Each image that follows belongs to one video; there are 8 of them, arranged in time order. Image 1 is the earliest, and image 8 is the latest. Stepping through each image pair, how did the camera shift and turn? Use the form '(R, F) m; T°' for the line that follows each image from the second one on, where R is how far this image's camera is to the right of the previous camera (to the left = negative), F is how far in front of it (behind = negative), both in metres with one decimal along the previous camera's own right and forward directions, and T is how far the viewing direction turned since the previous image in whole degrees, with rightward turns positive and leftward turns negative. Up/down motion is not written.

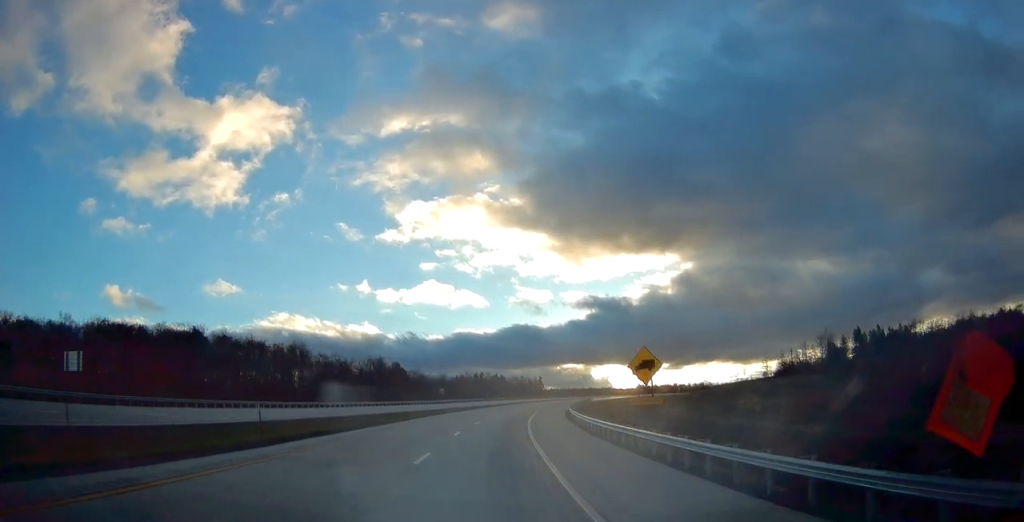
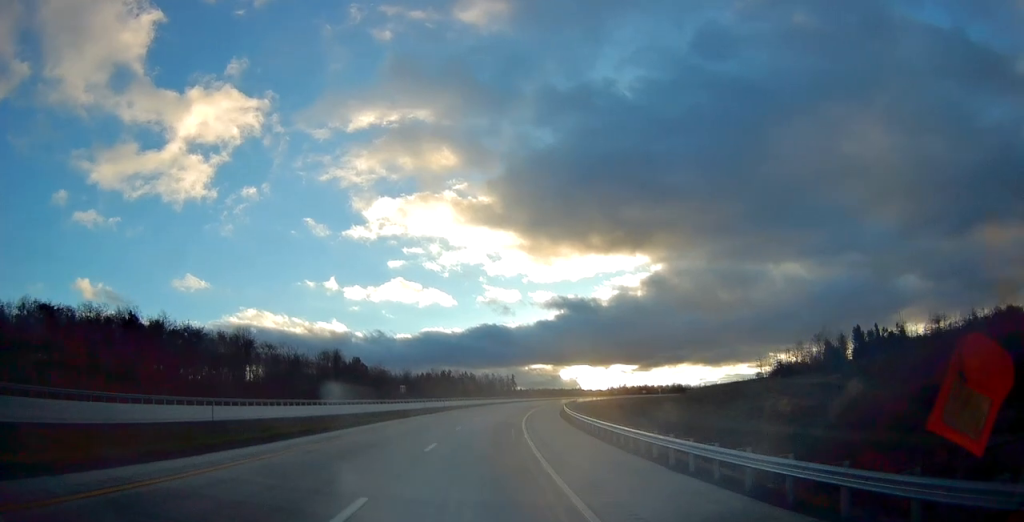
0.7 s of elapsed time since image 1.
(+0.5, +20.5) m; +3°
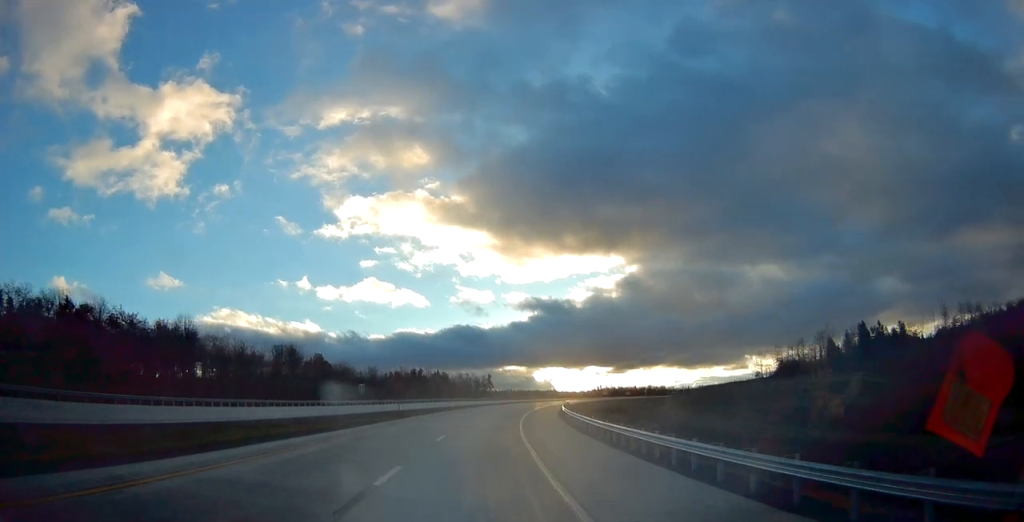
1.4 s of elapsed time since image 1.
(+0.3, +19.6) m; +3°
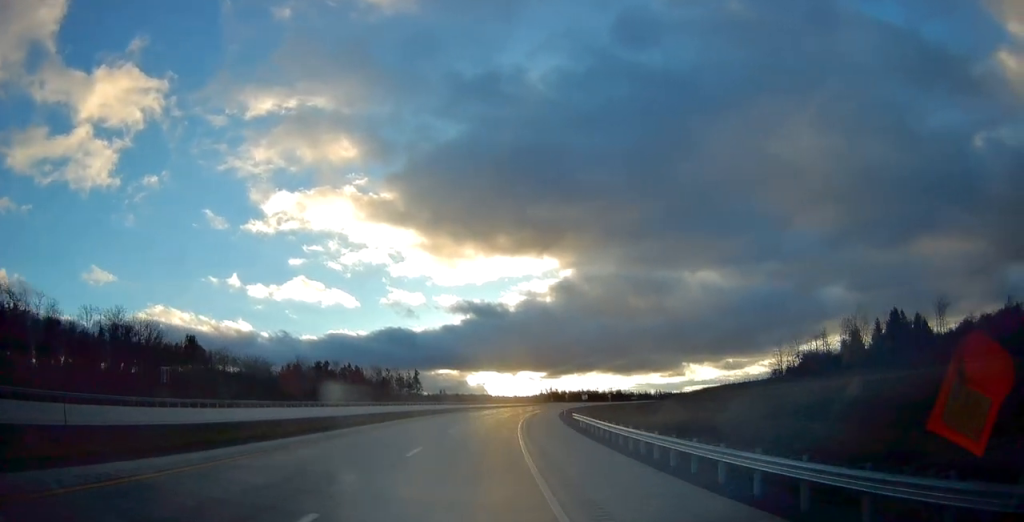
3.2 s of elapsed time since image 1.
(+3.3, +53.9) m; +7°
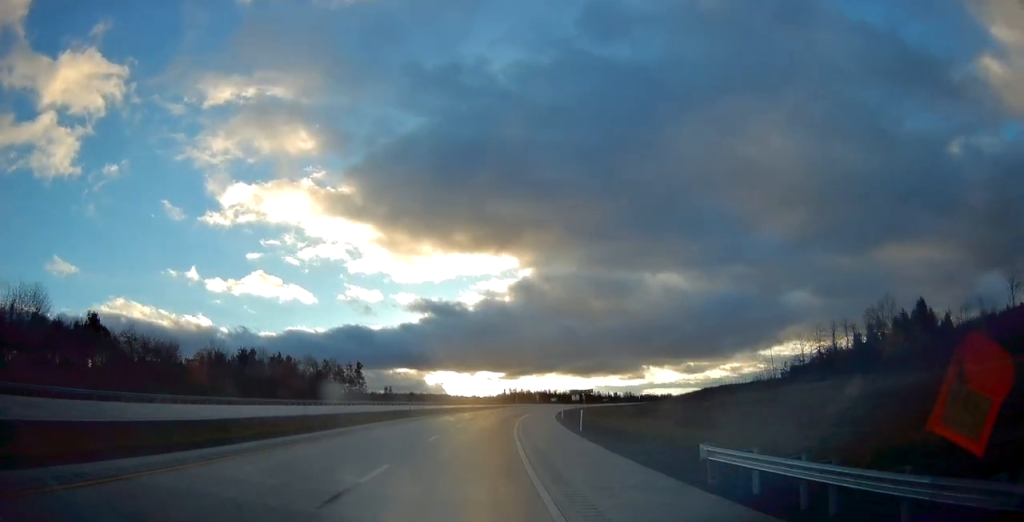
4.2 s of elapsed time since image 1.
(+0.9, +29.5) m; +4°
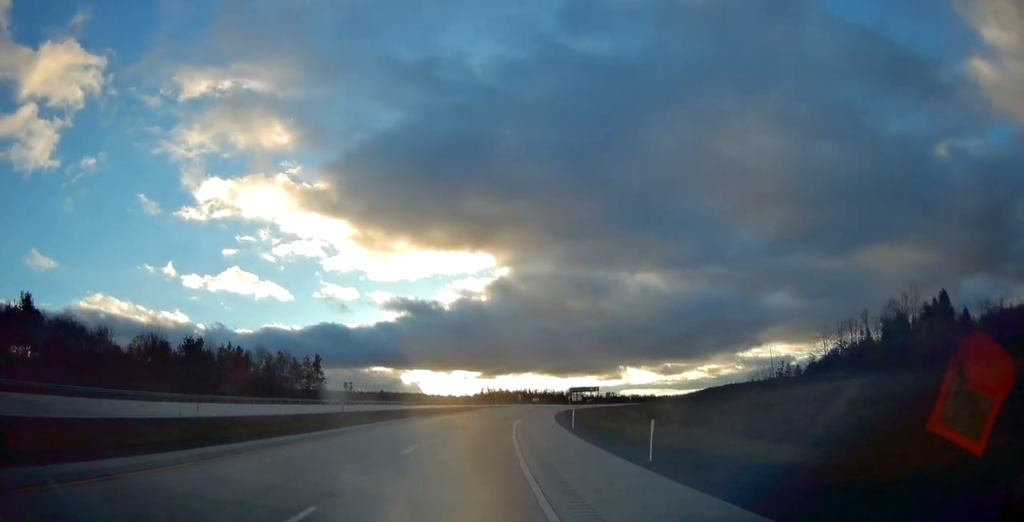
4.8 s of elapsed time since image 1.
(+0.6, +17.8) m; +2°
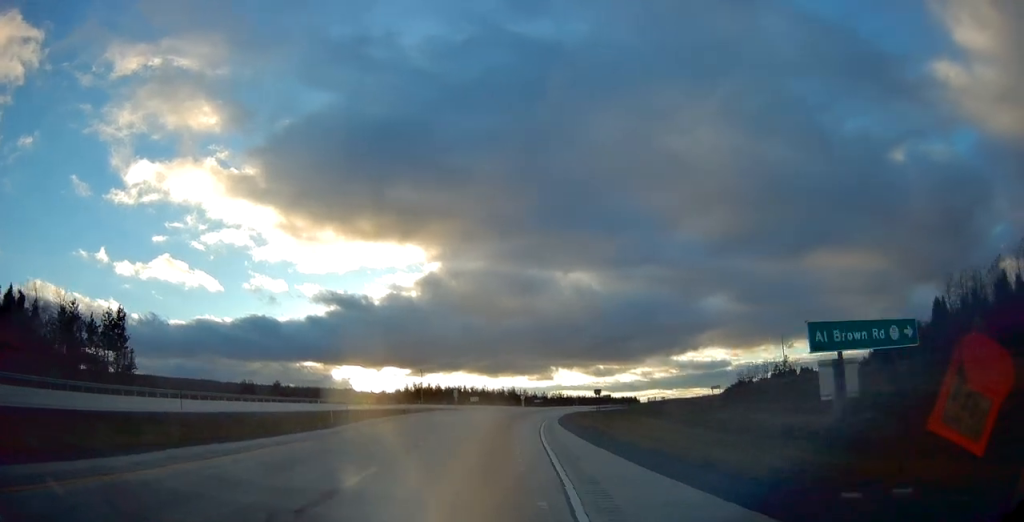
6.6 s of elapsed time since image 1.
(+3.1, +54.6) m; +7°
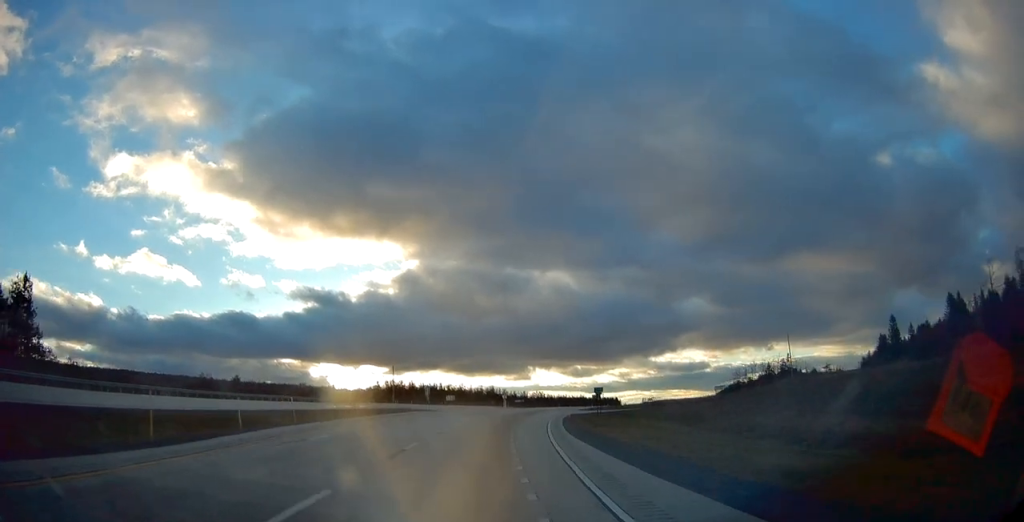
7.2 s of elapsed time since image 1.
(0.0, +15.9) m; +2°
